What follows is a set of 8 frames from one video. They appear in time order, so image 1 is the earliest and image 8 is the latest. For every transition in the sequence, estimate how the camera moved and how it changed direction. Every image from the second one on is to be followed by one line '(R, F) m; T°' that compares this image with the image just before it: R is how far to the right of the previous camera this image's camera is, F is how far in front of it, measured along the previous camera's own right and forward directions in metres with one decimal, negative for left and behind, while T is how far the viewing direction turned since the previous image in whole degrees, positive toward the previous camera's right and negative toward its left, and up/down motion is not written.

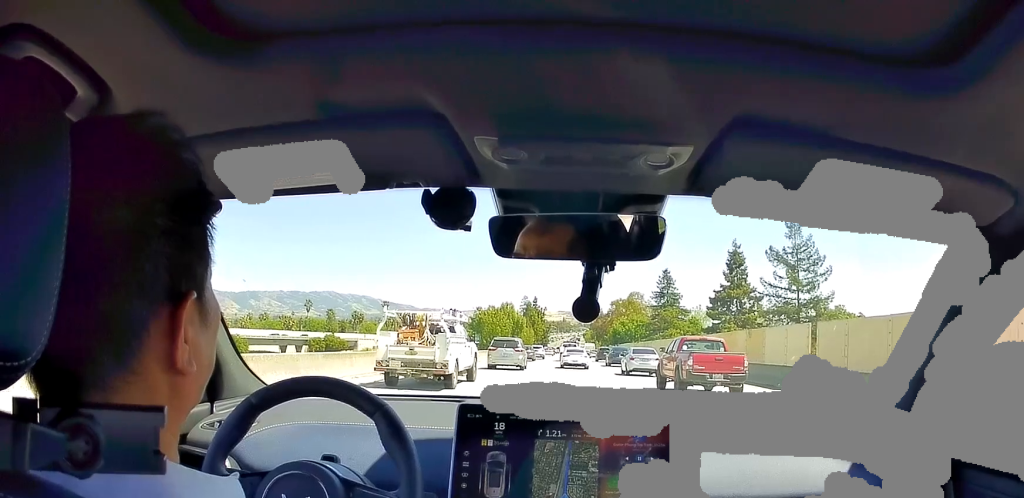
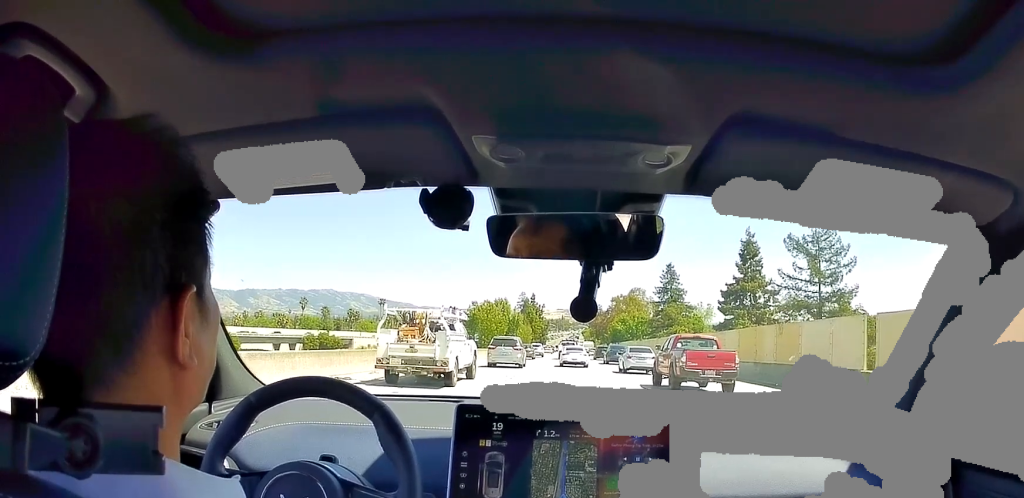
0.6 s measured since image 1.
(-0.2, +4.7) m; +1°
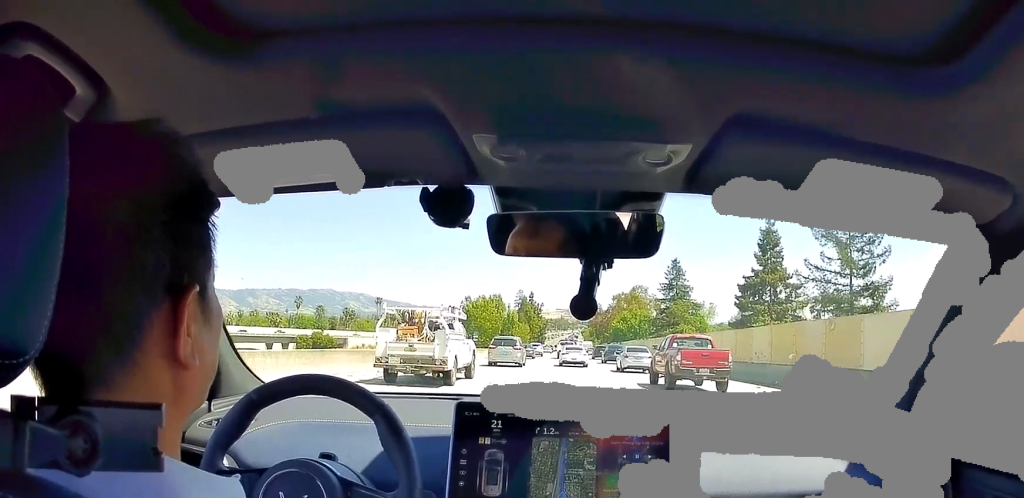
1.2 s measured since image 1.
(-0.1, +5.1) m; +2°
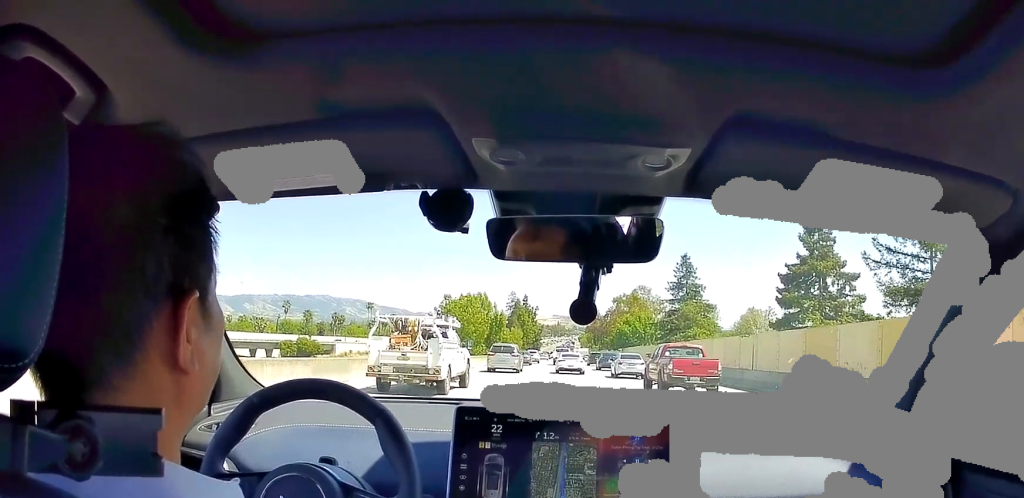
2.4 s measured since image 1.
(+0.5, +9.8) m; +2°
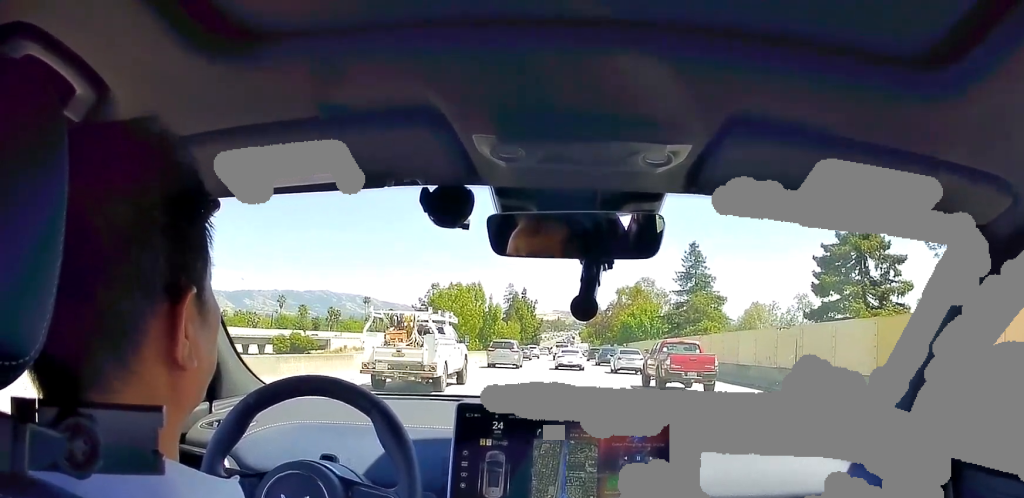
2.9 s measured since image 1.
(-0.1, +5.2) m; -1°
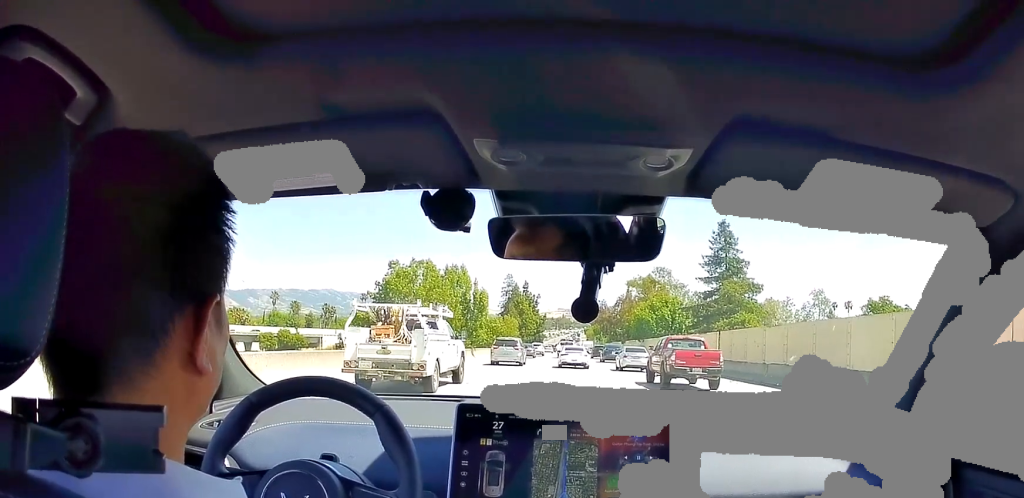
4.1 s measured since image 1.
(0.0, +11.4) m; 0°
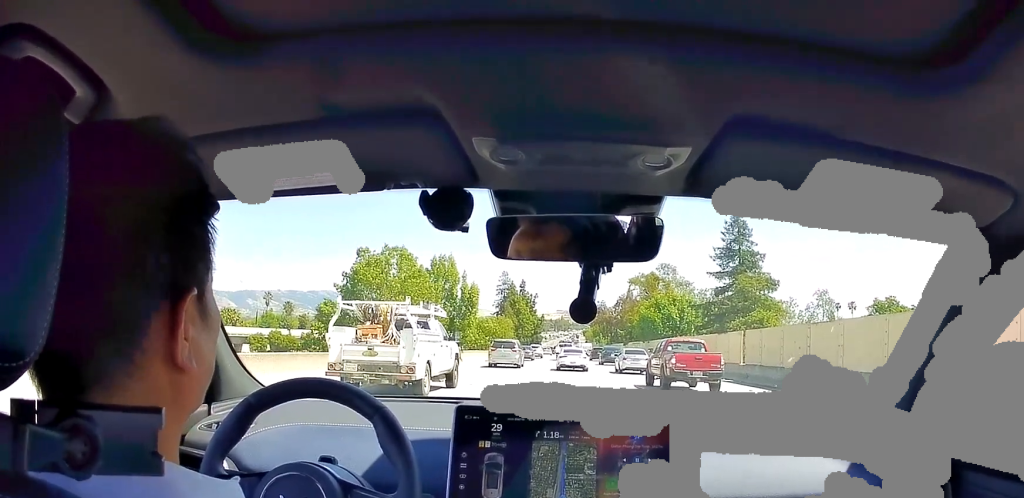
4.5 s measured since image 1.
(0.0, +5.3) m; 0°
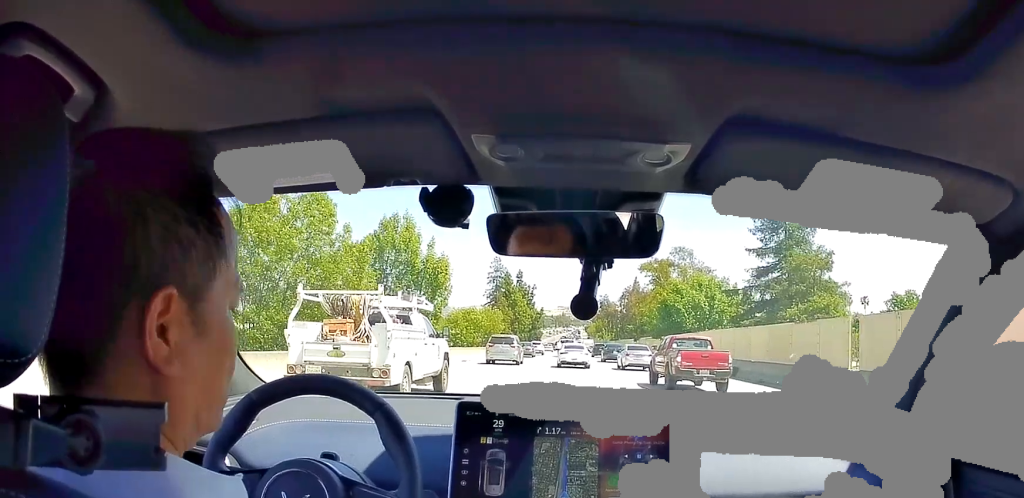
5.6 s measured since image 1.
(0.0, +12.3) m; 0°
